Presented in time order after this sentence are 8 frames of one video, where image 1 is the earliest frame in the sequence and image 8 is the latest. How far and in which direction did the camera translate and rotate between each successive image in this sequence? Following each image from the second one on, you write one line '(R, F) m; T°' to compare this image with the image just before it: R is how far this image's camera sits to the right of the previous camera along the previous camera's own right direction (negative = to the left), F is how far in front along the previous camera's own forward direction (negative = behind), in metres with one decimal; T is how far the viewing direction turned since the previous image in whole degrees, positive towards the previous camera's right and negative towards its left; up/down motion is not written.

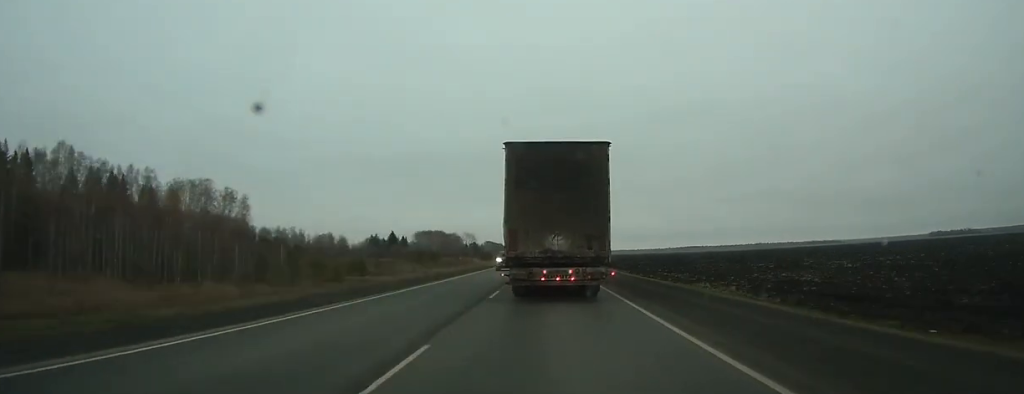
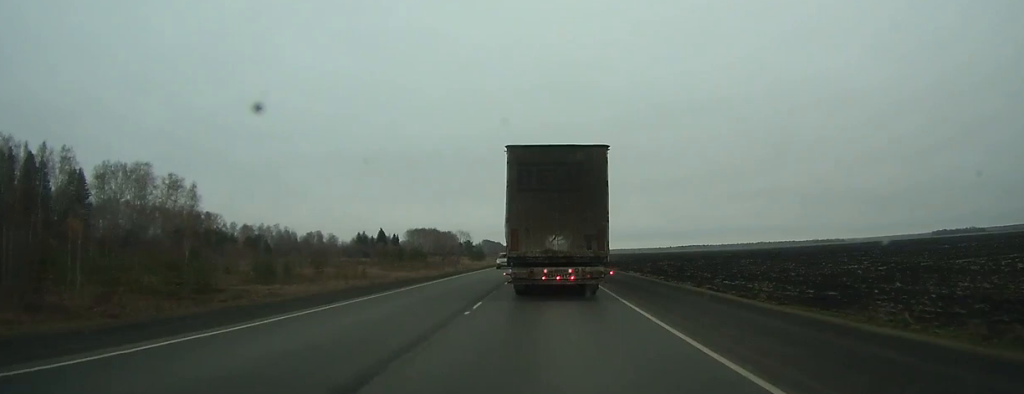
(-0.1, +29.4) m; 0°
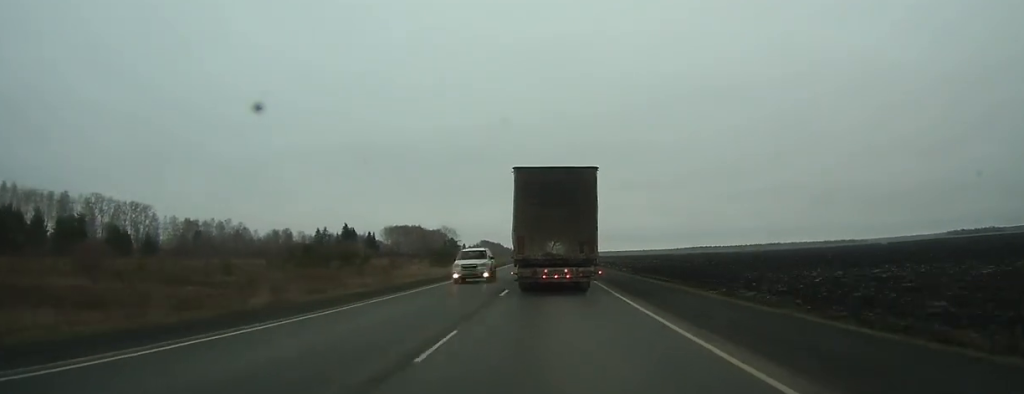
(+0.6, +79.0) m; 0°
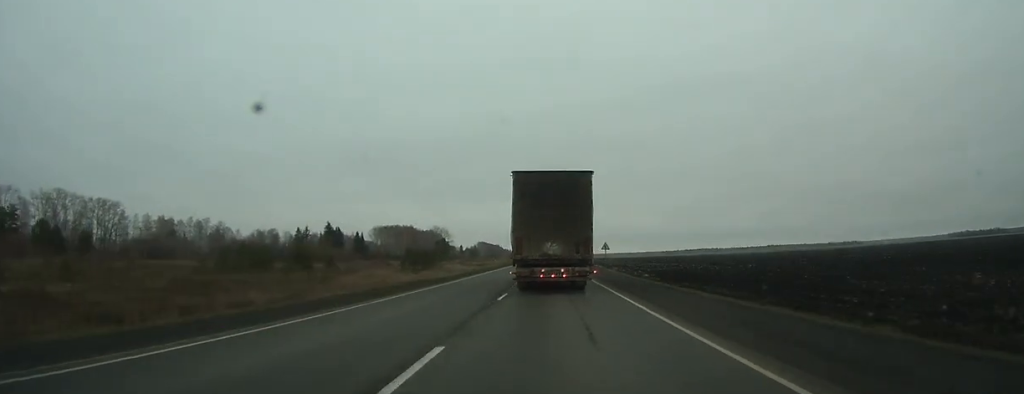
(0.0, +25.6) m; 0°
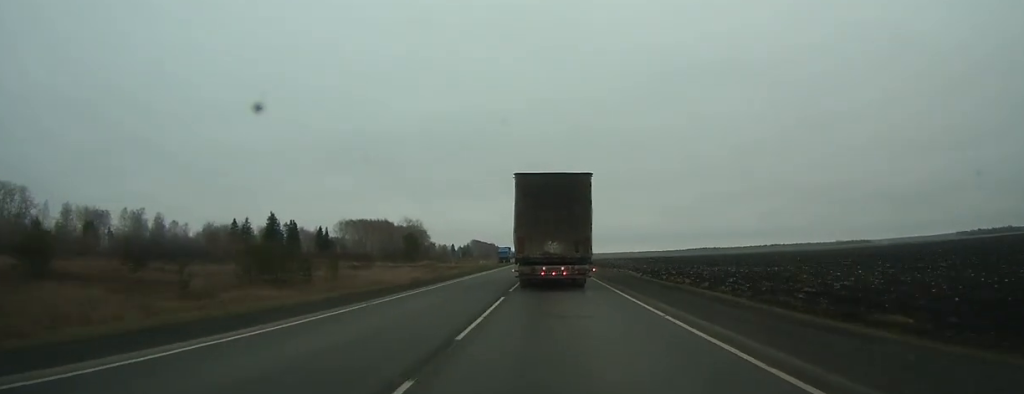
(-0.2, +61.7) m; 0°
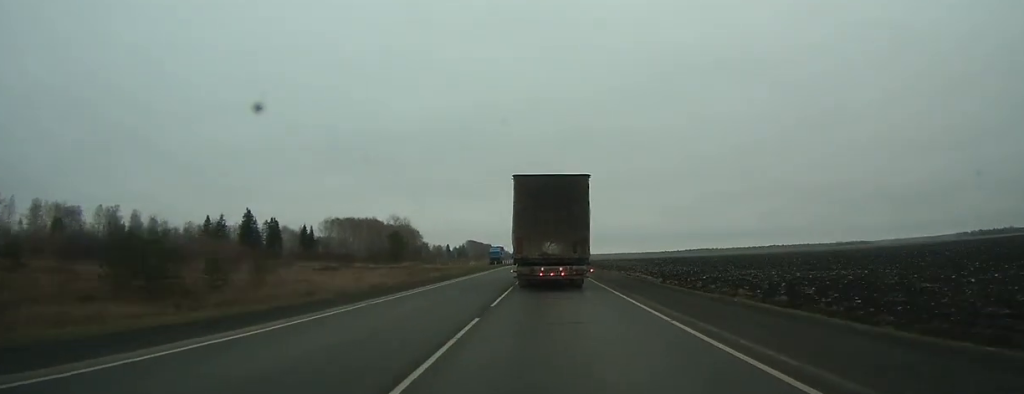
(0.0, +18.0) m; 0°
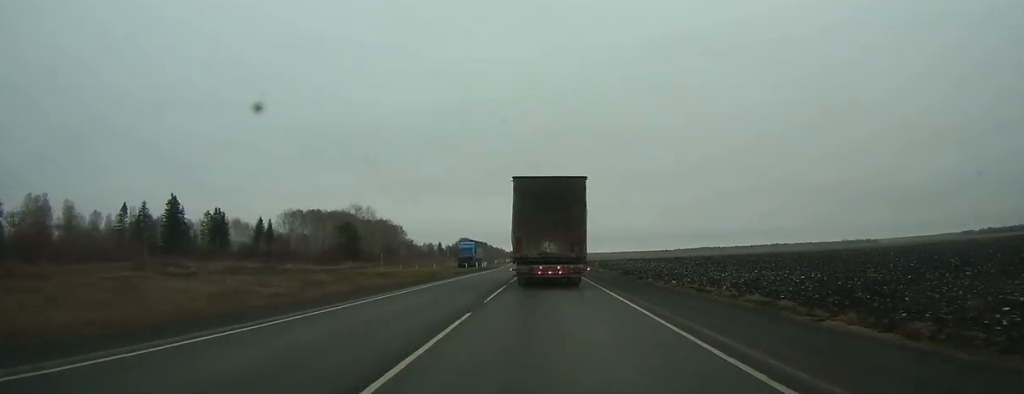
(+0.2, +47.6) m; 0°
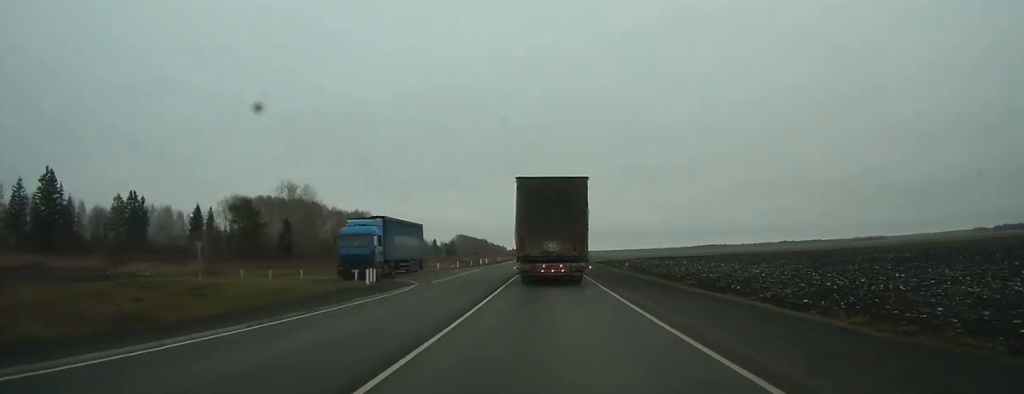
(-0.3, +53.3) m; 0°
